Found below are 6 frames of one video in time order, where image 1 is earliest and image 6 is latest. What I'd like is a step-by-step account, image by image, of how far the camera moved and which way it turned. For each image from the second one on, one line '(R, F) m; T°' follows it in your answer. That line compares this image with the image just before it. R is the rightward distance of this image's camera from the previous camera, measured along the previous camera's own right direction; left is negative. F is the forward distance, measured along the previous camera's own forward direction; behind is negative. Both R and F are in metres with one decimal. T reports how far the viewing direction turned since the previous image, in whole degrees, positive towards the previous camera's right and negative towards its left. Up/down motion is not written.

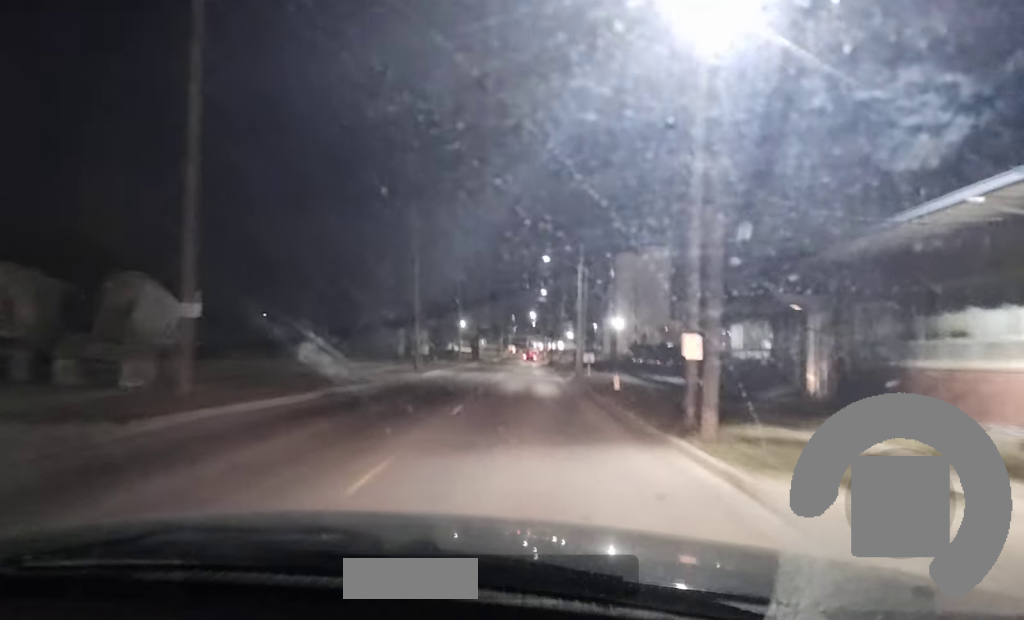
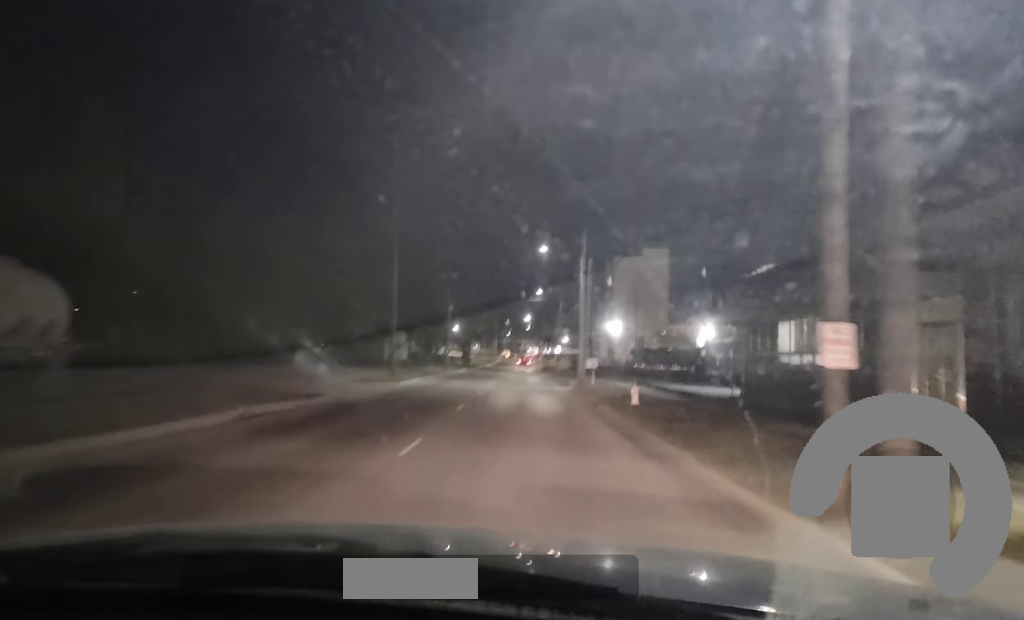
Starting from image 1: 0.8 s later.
(0.0, +7.9) m; +1°
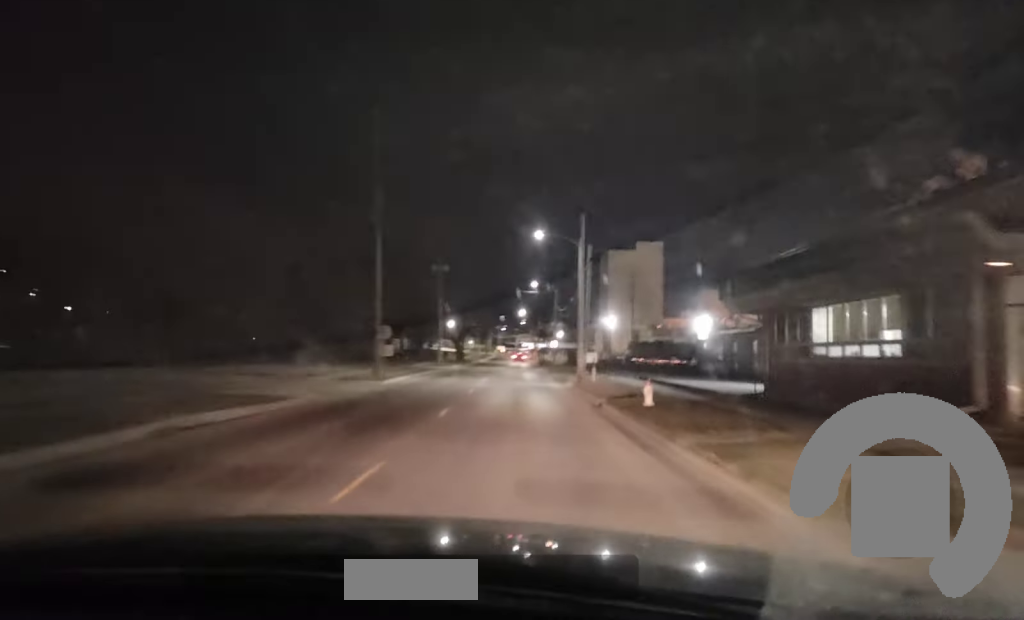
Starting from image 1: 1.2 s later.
(+0.1, +4.5) m; 0°
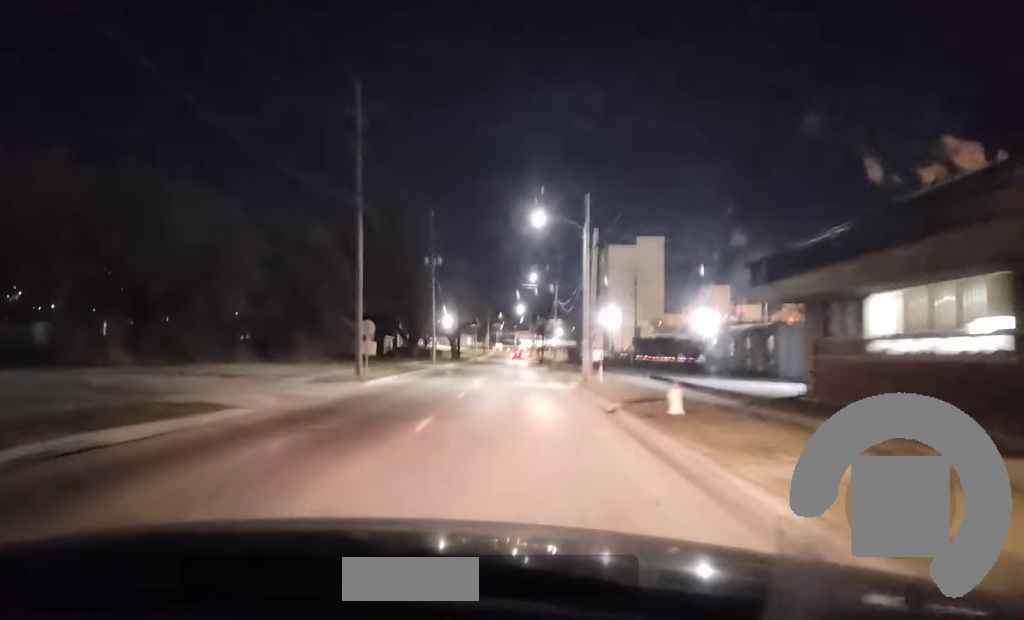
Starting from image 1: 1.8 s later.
(0.0, +5.0) m; 0°
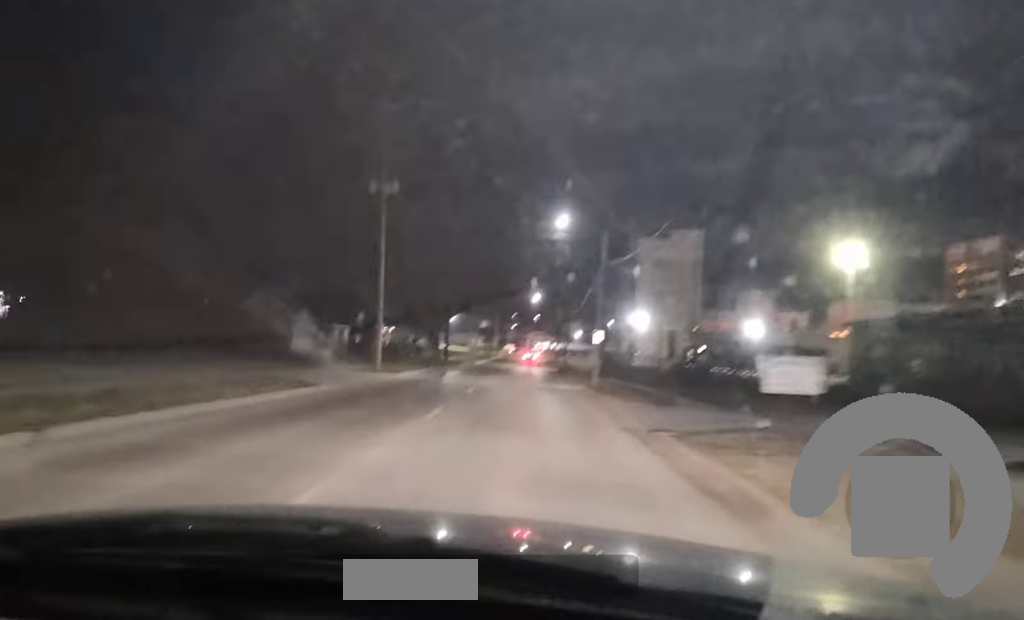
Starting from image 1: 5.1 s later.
(-0.3, +34.4) m; -1°
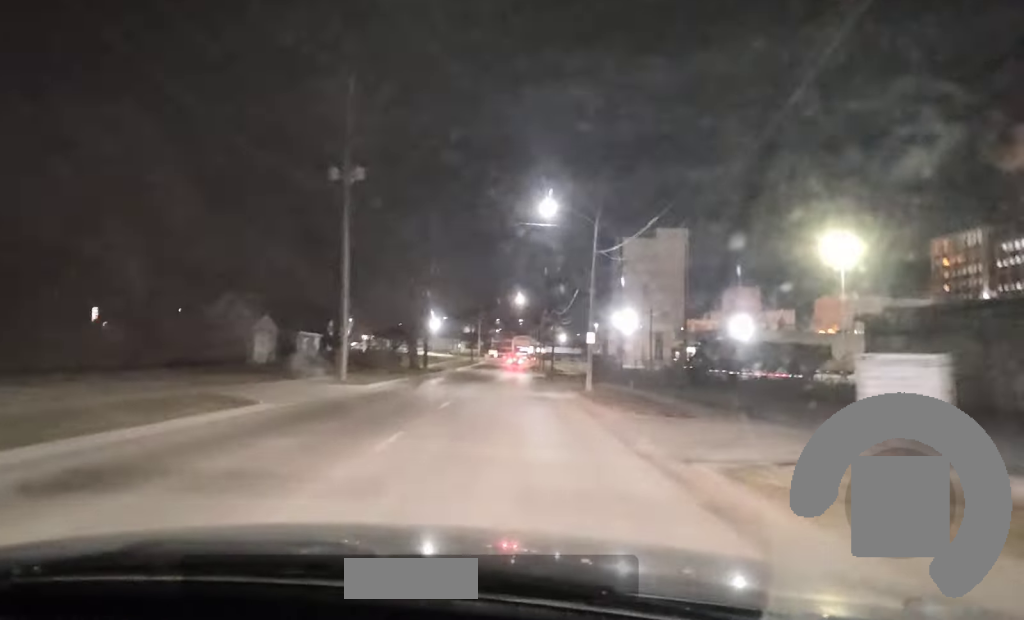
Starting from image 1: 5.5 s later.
(-0.1, +4.8) m; 0°
